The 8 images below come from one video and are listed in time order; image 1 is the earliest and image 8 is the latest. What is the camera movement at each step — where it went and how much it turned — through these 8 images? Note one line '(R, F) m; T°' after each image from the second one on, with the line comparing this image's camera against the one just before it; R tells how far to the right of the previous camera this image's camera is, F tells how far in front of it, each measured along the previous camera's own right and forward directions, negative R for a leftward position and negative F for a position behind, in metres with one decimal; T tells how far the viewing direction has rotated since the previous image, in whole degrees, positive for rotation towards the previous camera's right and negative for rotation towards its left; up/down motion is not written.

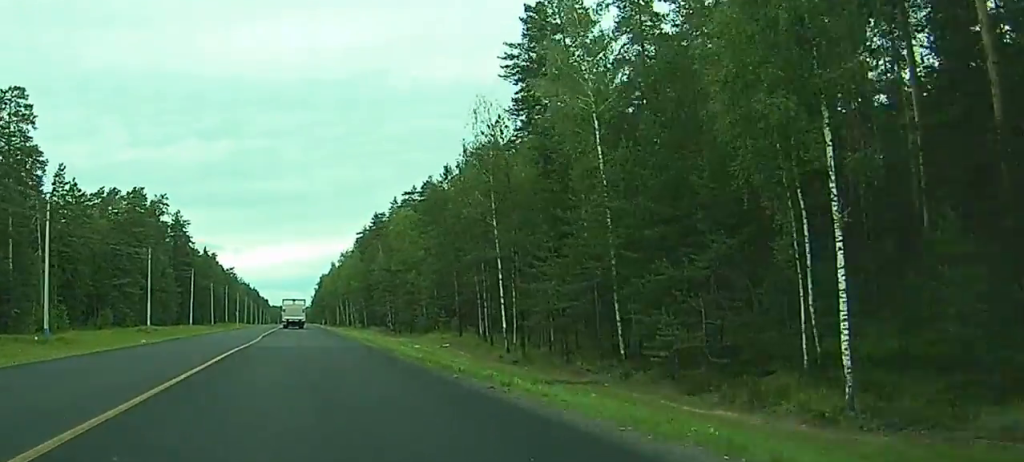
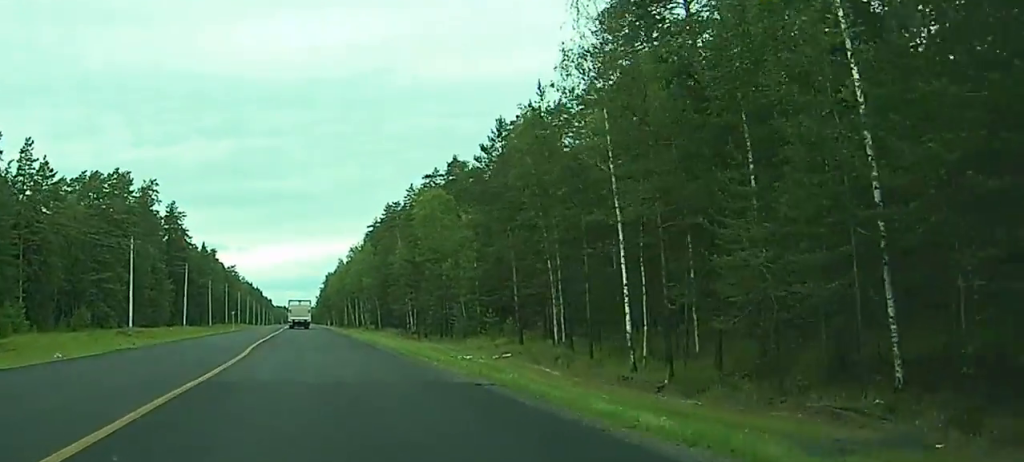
(0.0, +20.2) m; 0°
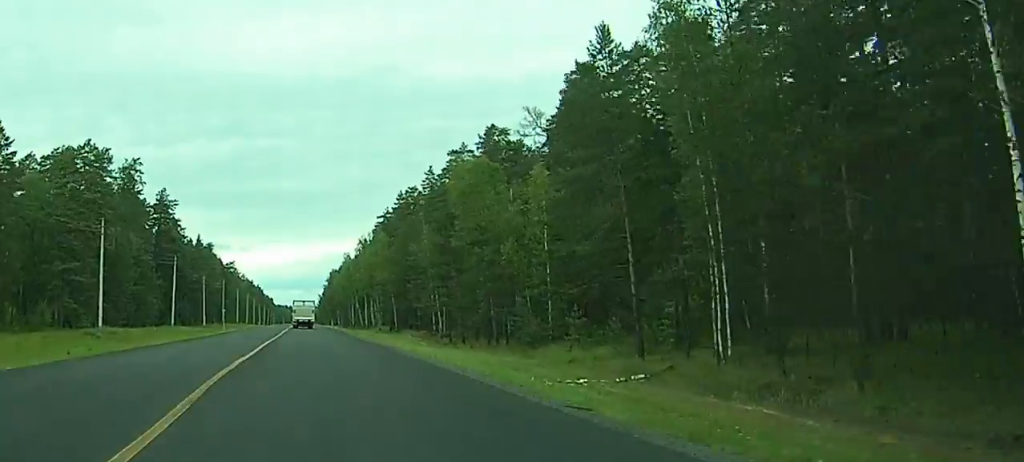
(0.0, +21.4) m; 0°
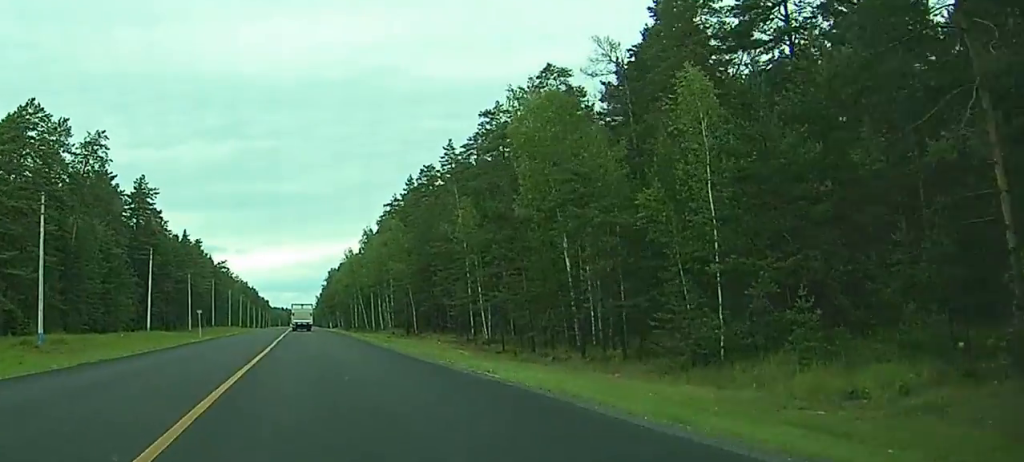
(0.0, +24.0) m; 0°
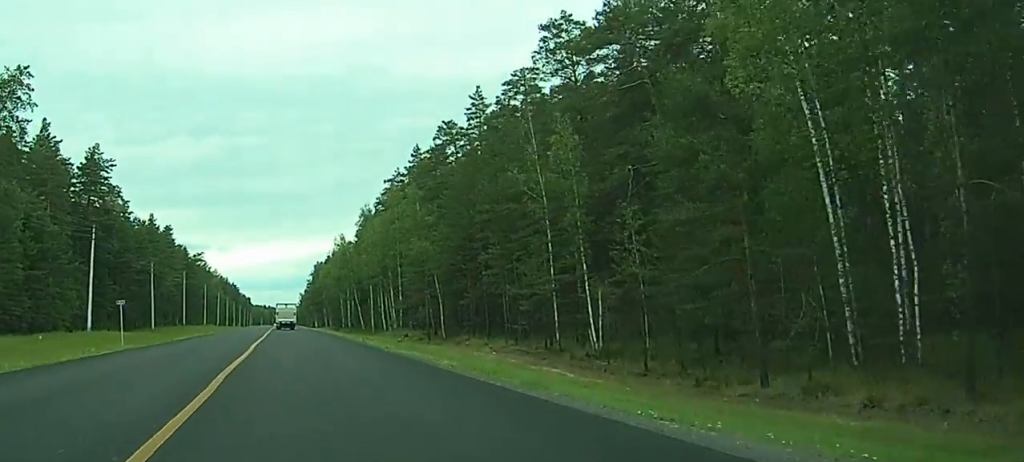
(+0.1, +30.4) m; 0°
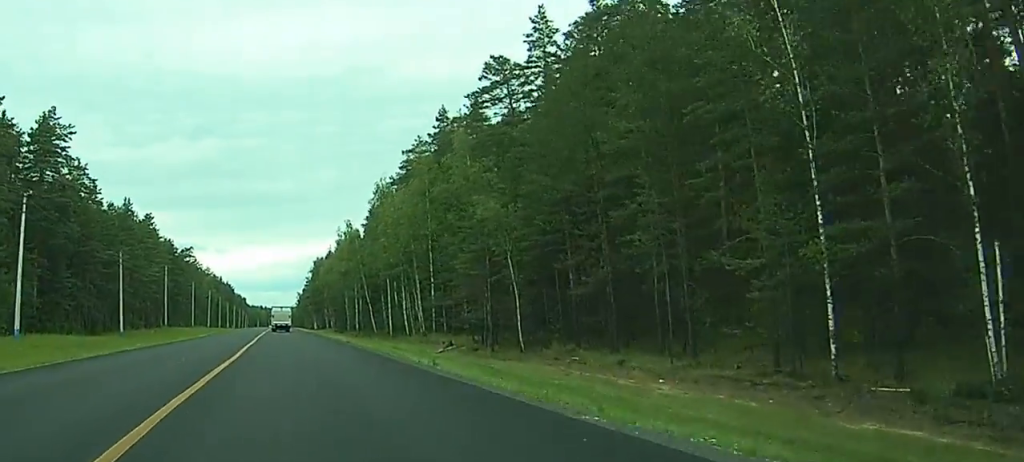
(+0.1, +27.8) m; 0°
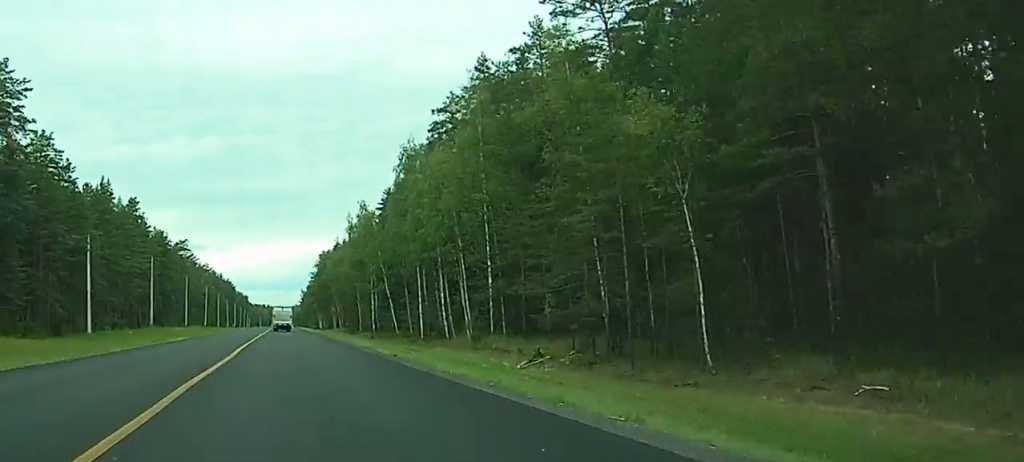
(0.0, +24.0) m; 0°
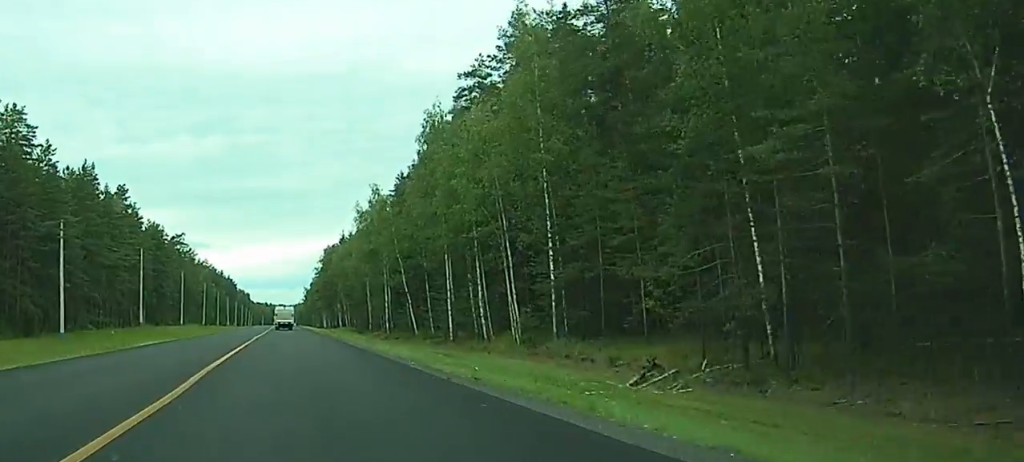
(0.0, +14.8) m; 0°
